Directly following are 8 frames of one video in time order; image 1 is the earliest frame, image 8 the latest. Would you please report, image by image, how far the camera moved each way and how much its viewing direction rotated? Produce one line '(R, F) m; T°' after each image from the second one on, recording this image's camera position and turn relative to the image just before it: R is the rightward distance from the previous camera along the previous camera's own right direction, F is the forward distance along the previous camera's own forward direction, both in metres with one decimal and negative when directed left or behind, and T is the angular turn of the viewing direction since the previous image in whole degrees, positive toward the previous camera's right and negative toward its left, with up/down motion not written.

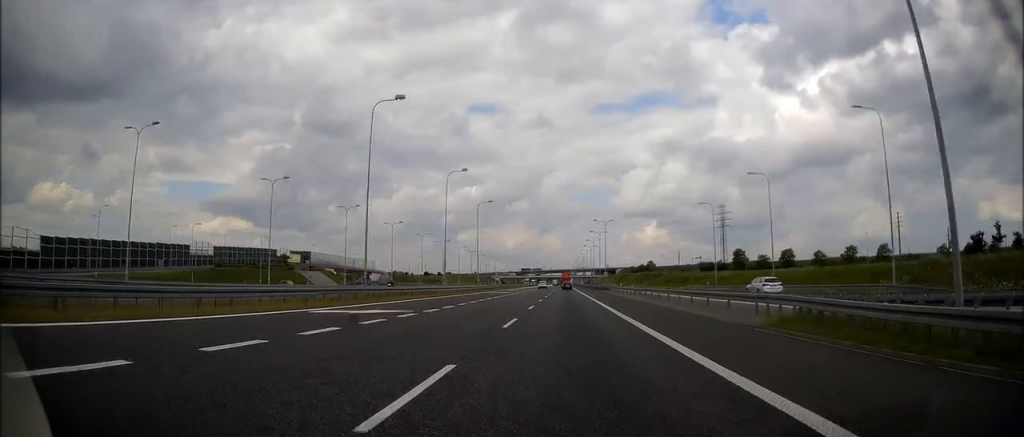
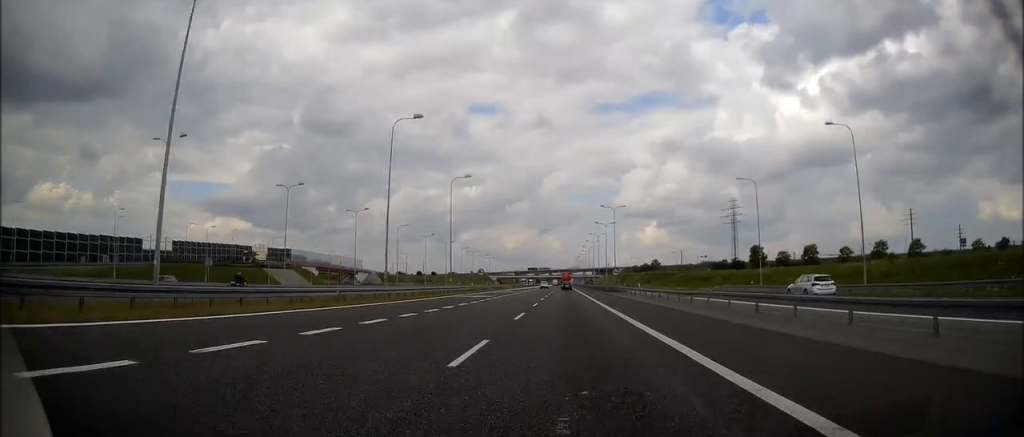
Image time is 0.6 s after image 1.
(-0.1, +20.0) m; 0°
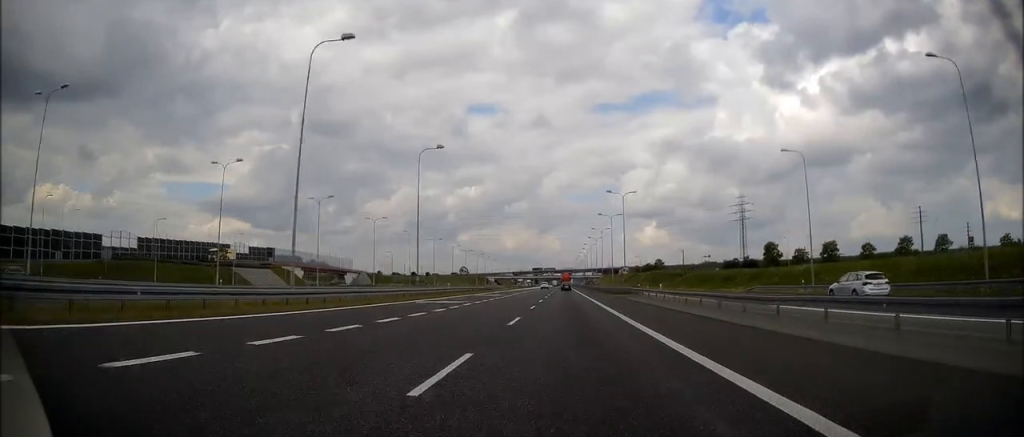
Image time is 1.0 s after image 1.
(+0.1, +14.4) m; 0°
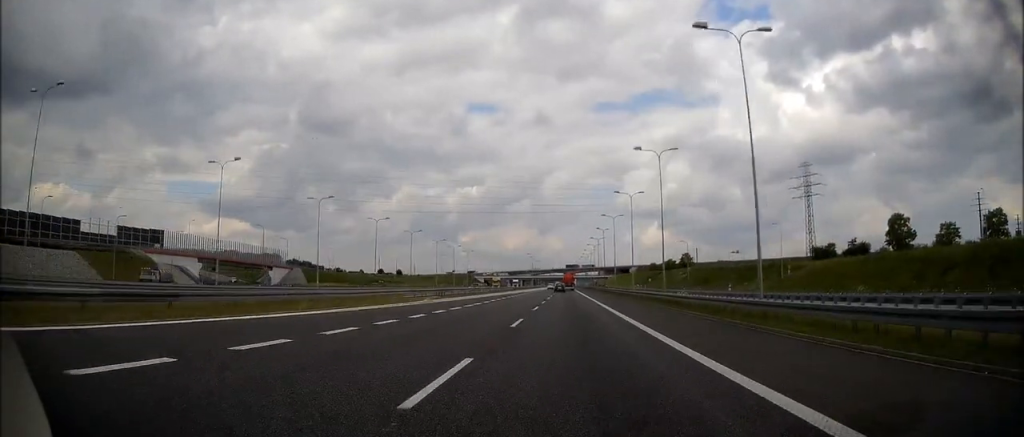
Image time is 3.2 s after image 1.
(-0.4, +72.9) m; -1°
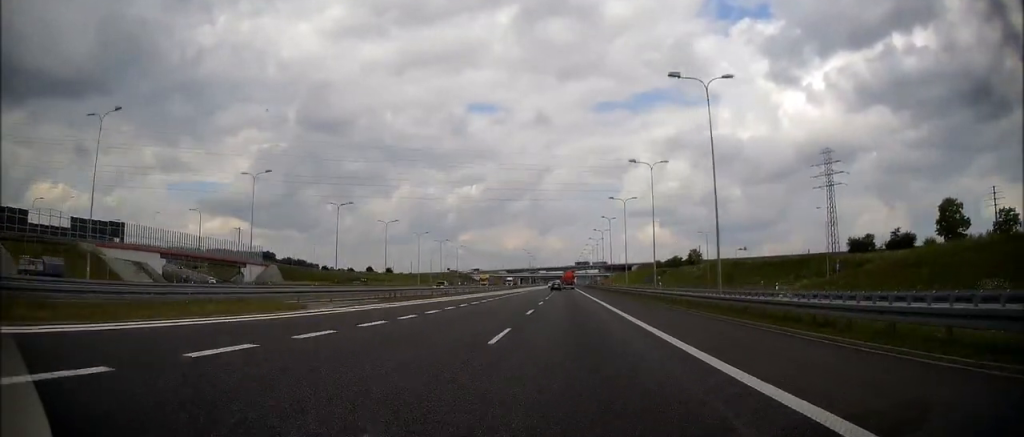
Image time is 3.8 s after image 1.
(0.0, +17.7) m; 0°
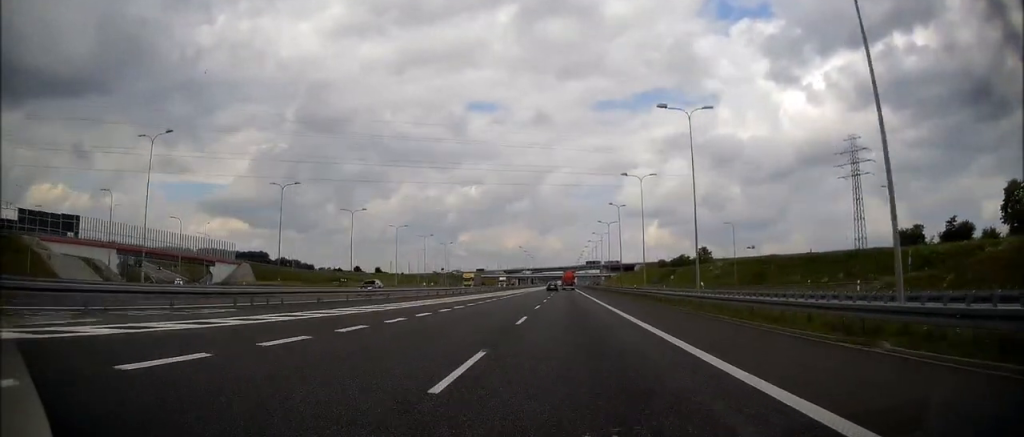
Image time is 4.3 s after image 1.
(0.0, +17.7) m; 0°
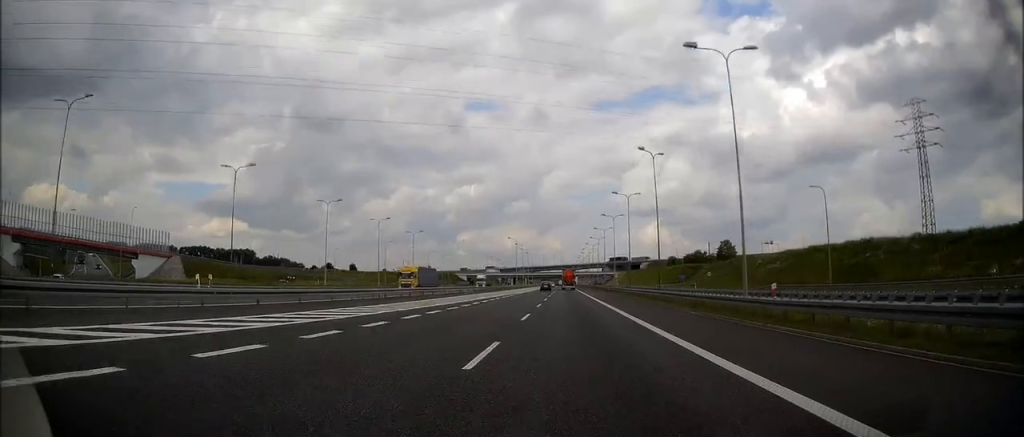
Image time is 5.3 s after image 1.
(0.0, +34.2) m; +1°
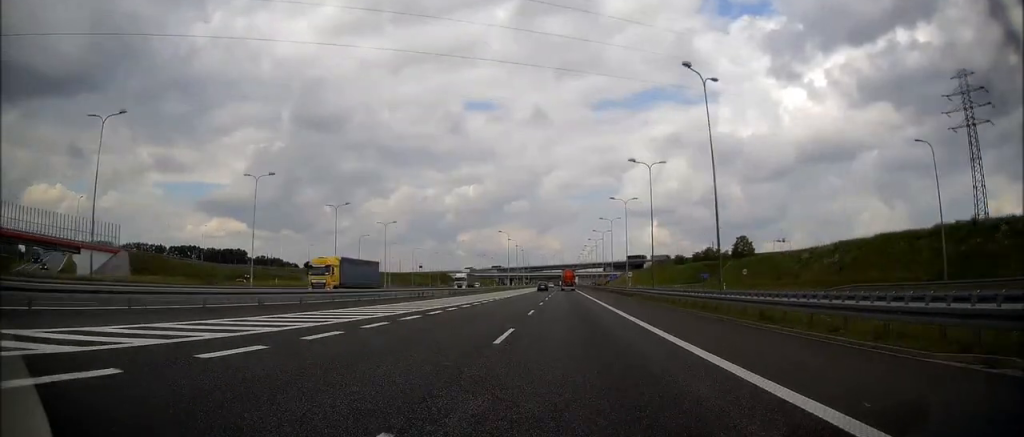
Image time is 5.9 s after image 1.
(0.0, +19.9) m; 0°
